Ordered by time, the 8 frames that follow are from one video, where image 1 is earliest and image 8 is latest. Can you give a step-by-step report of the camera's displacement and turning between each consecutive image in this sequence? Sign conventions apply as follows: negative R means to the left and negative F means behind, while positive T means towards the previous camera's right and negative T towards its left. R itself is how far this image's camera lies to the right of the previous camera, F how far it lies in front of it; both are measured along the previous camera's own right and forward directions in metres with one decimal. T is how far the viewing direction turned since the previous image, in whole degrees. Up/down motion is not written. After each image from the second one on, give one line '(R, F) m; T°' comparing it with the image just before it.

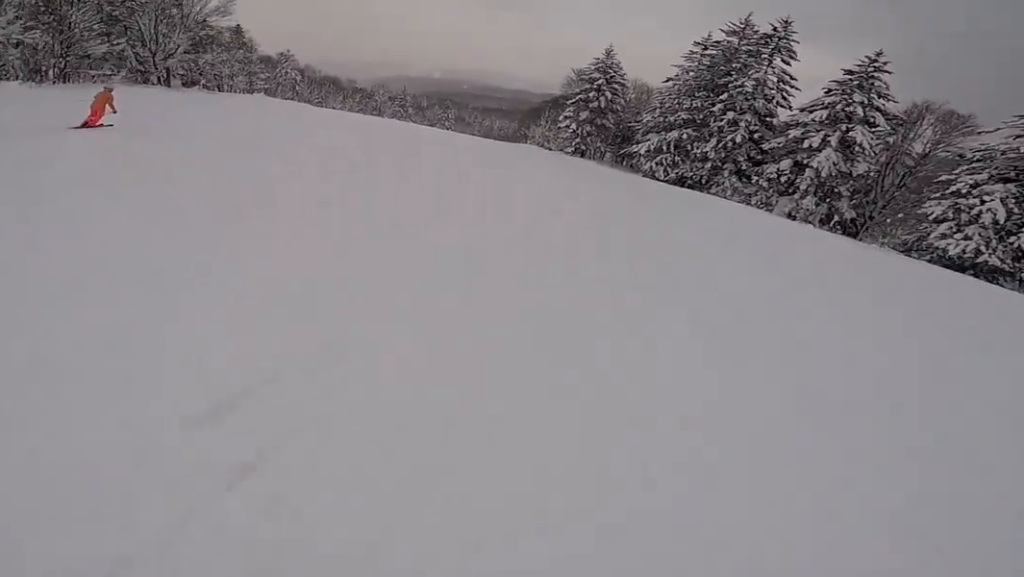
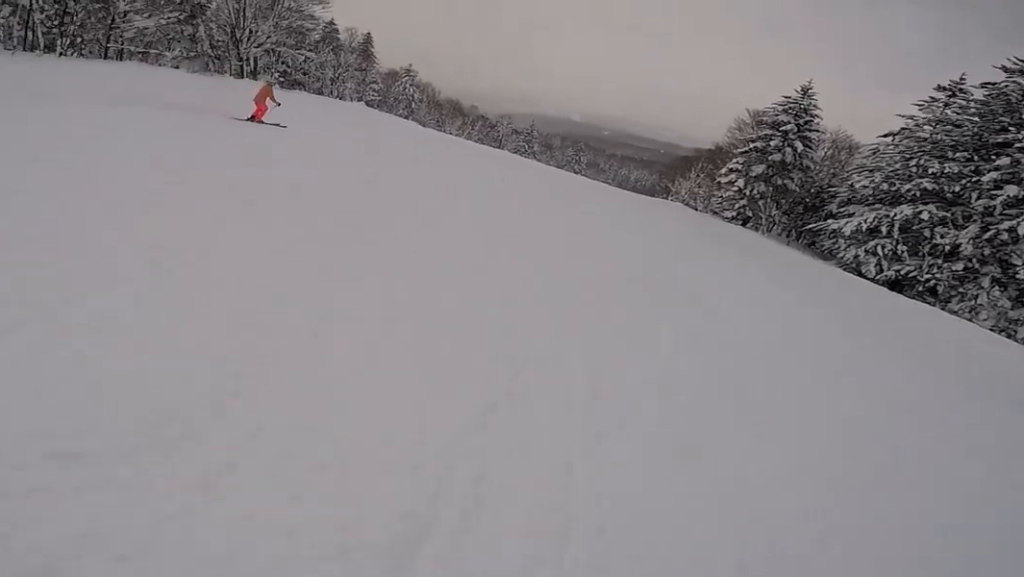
(-1.5, +11.0) m; -15°
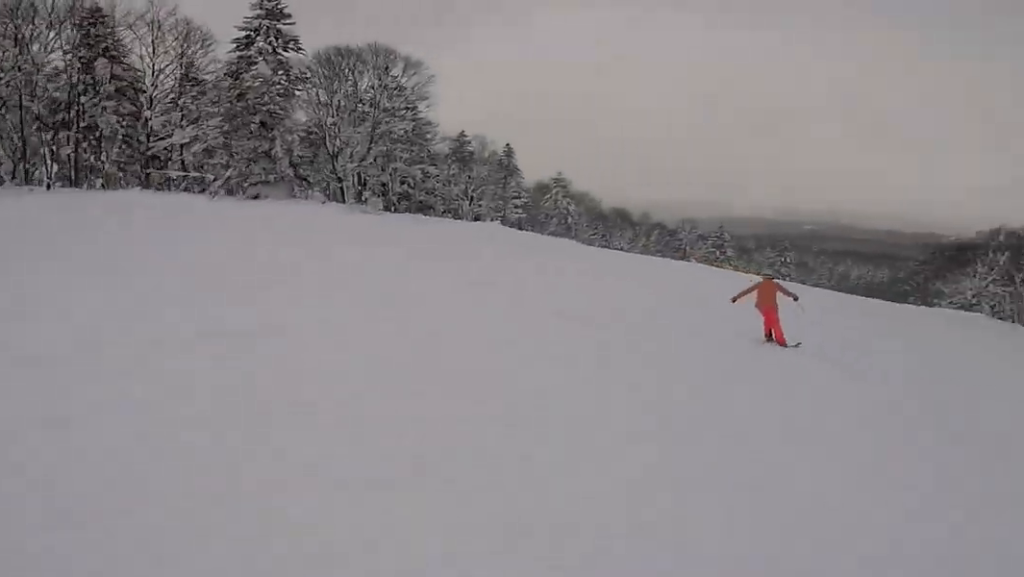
(-1.5, +11.2) m; -10°
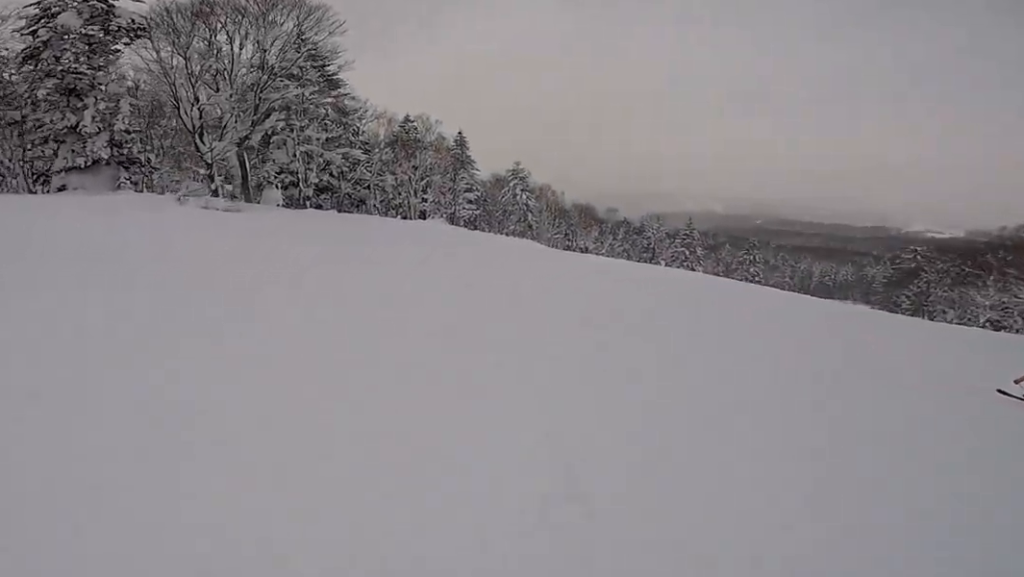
(-0.1, +11.3) m; +1°
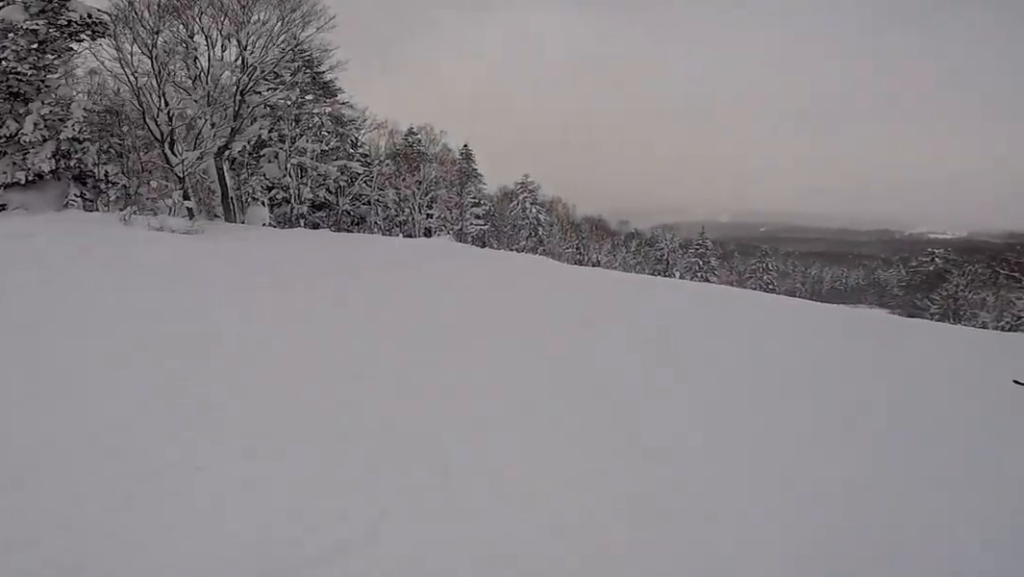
(-0.1, +3.8) m; +4°
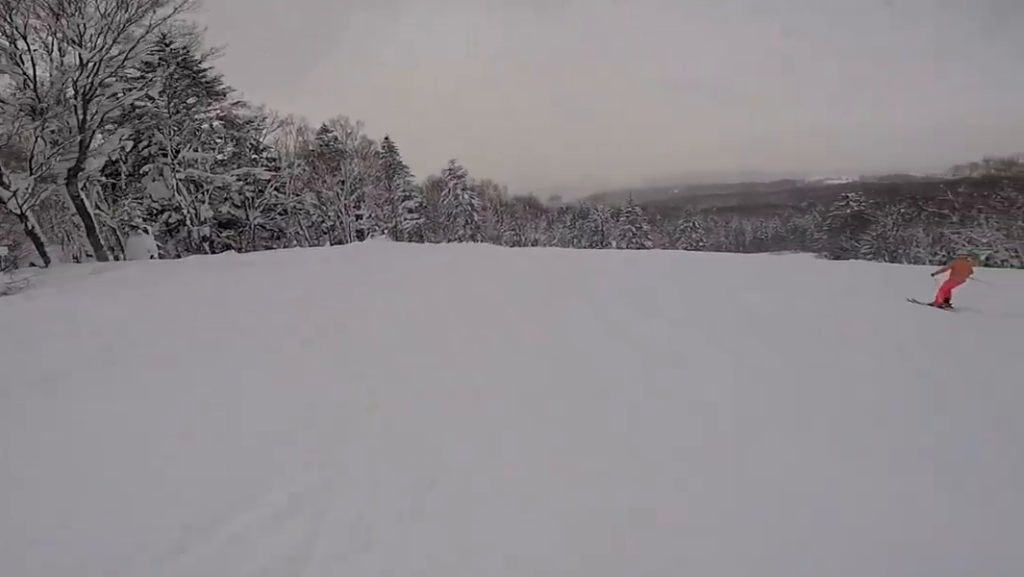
(-0.2, +4.4) m; +6°
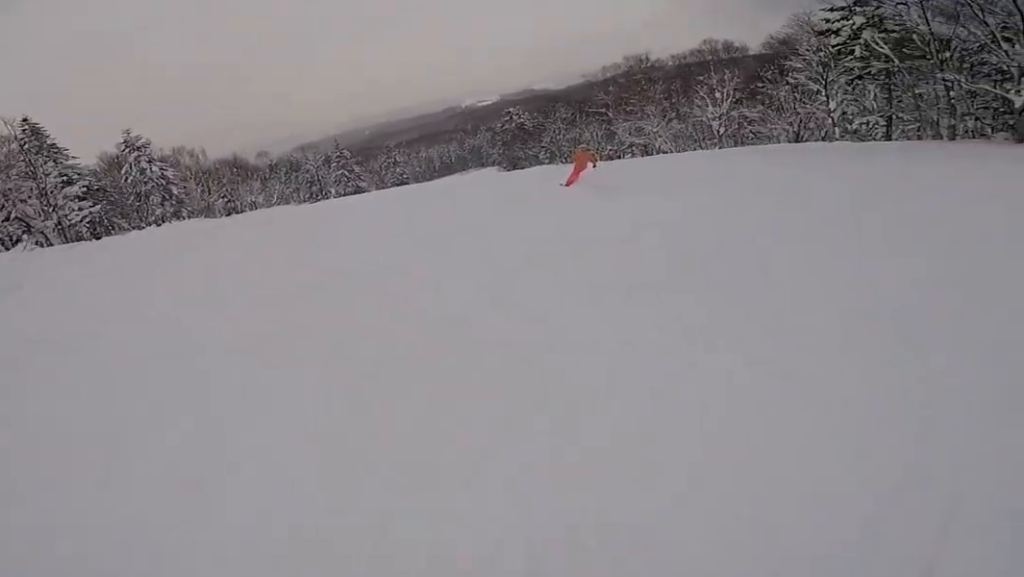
(+1.2, +7.8) m; +23°
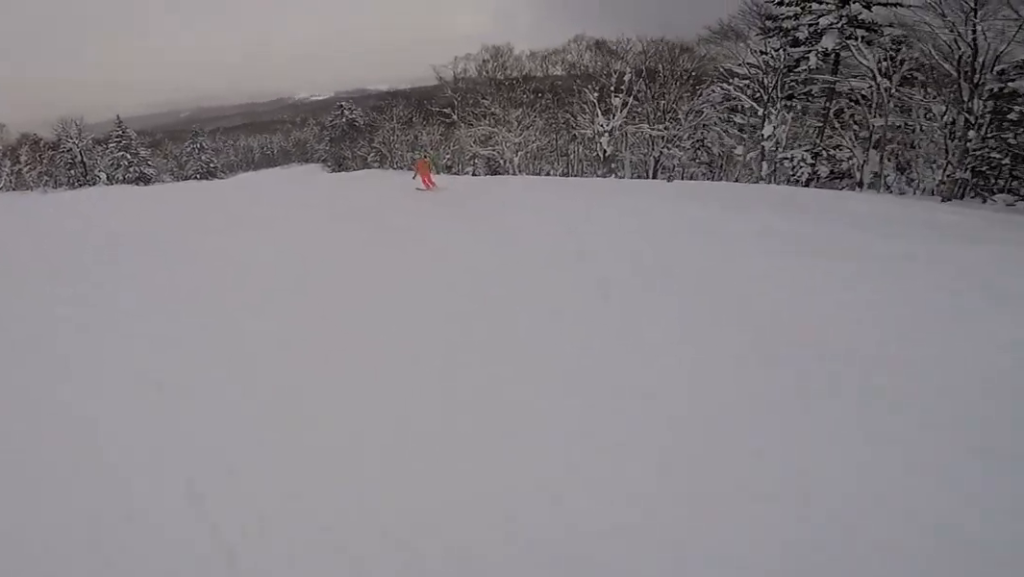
(+2.0, +13.7) m; +1°
